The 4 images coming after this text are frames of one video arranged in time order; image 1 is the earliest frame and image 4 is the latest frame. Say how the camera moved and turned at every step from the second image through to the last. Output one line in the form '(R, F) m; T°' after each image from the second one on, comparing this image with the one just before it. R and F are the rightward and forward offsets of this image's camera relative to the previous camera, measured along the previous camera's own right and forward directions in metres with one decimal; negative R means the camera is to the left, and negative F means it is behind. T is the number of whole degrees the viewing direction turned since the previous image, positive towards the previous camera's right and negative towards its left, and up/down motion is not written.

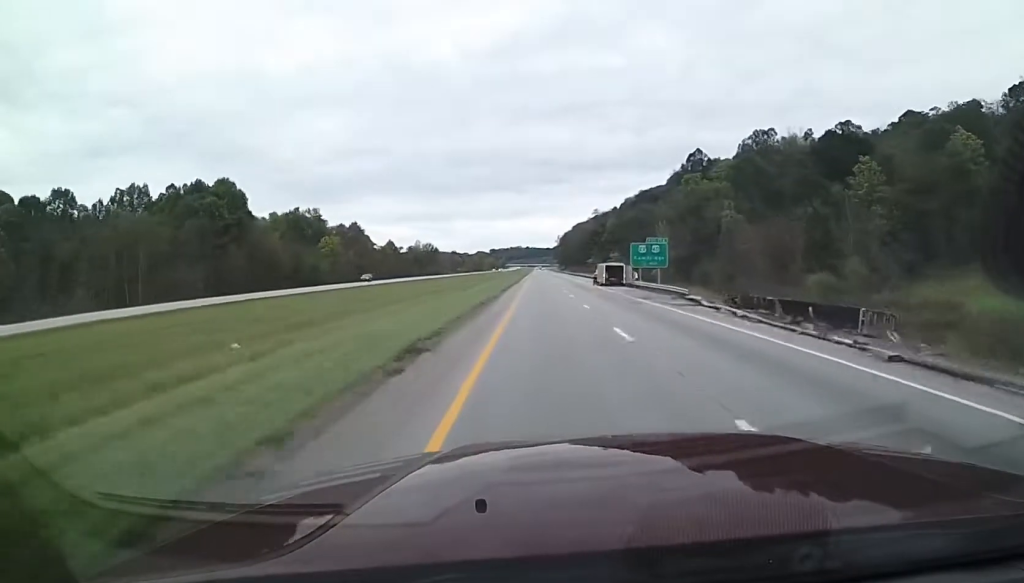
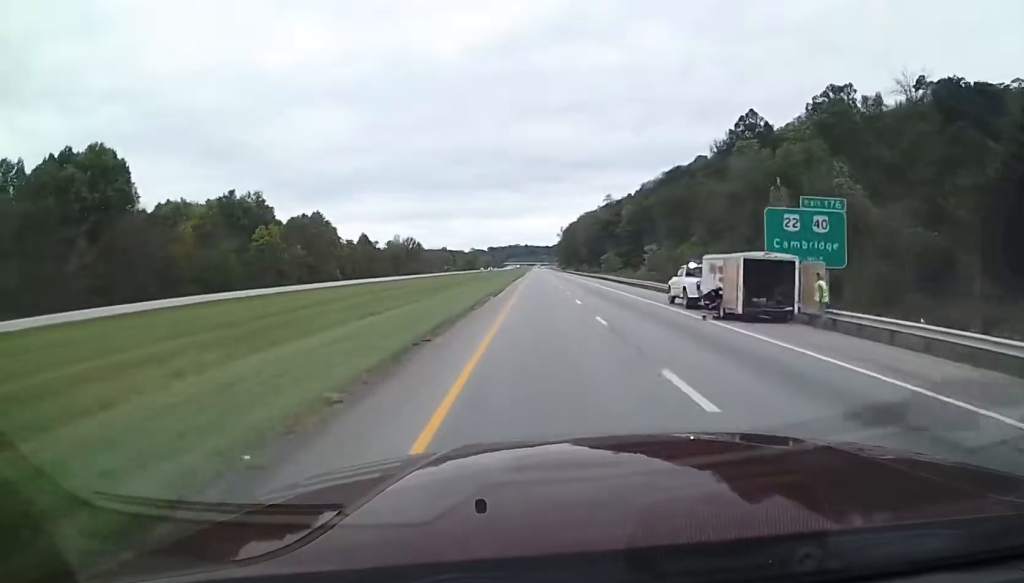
(+0.8, +45.3) m; +2°
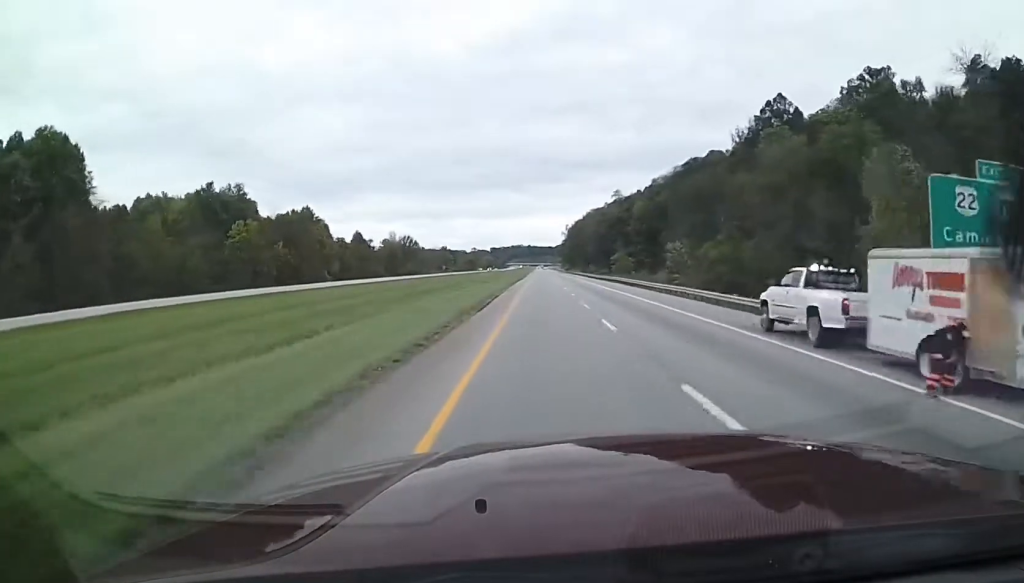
(0.0, +13.6) m; 0°
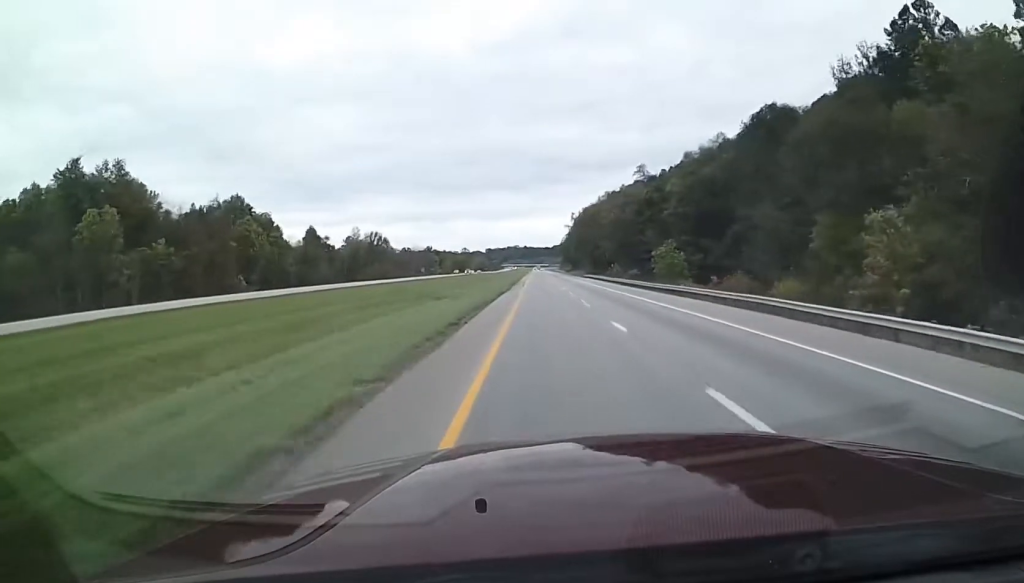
(-1.0, +49.1) m; -2°
